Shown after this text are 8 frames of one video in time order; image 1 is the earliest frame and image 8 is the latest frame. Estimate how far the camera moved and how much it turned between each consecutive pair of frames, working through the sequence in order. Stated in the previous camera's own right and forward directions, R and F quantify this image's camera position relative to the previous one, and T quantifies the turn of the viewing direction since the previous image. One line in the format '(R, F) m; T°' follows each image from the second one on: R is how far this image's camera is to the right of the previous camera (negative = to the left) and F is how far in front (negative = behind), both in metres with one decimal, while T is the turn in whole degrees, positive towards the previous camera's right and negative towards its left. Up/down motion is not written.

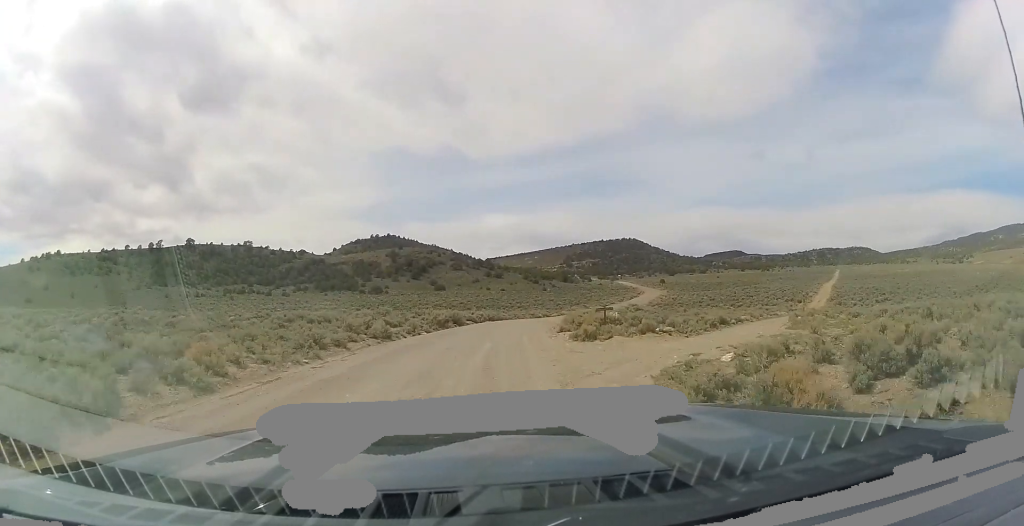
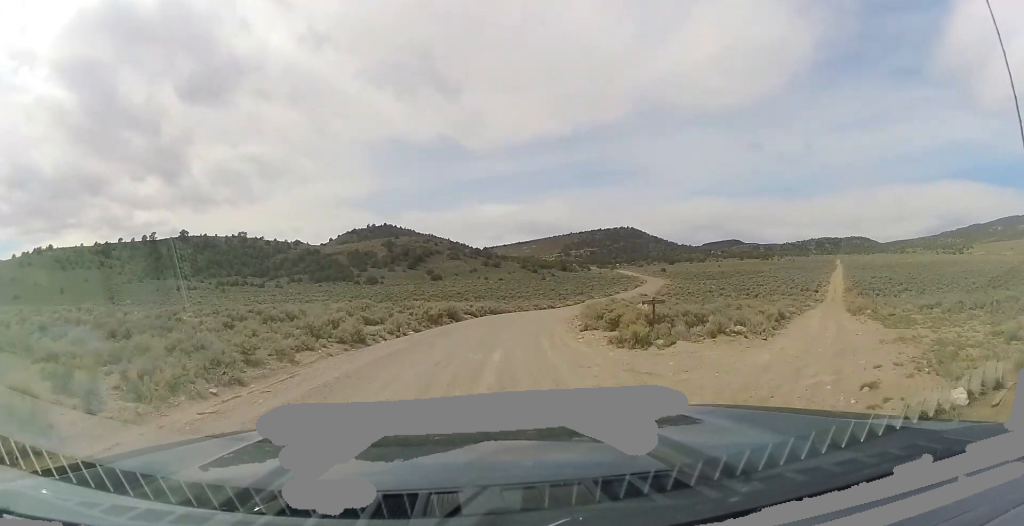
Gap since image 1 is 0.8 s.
(0.0, +6.7) m; -1°
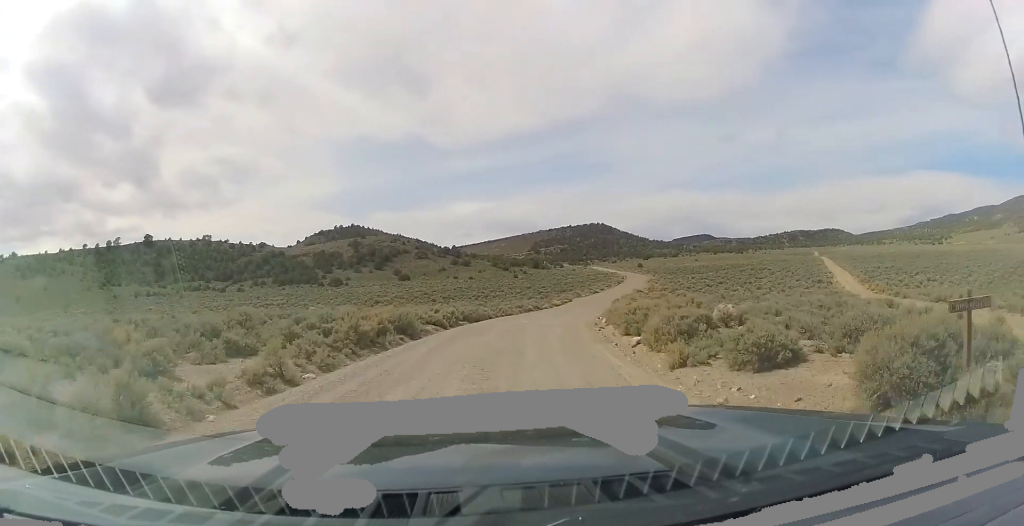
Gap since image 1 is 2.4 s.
(+0.5, +13.4) m; +7°
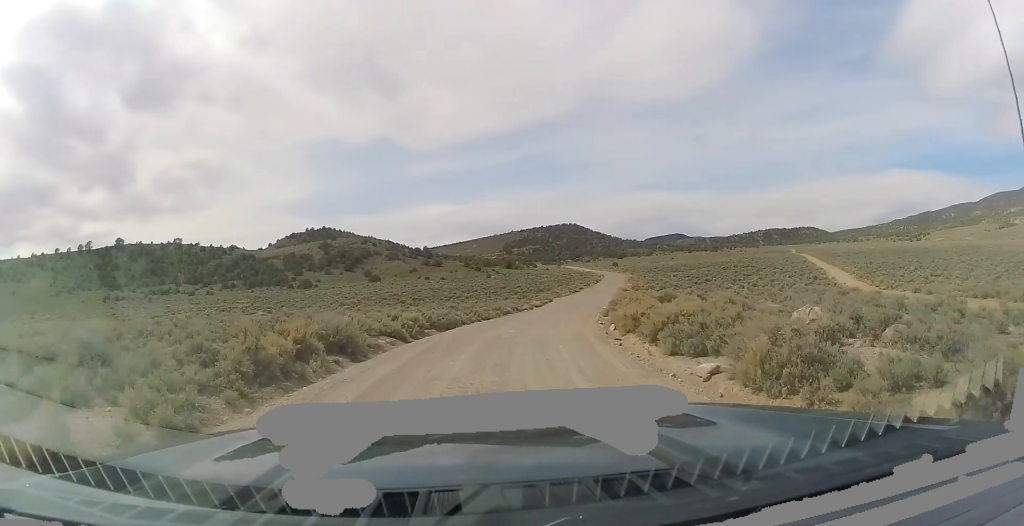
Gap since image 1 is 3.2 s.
(+0.3, +6.5) m; +4°
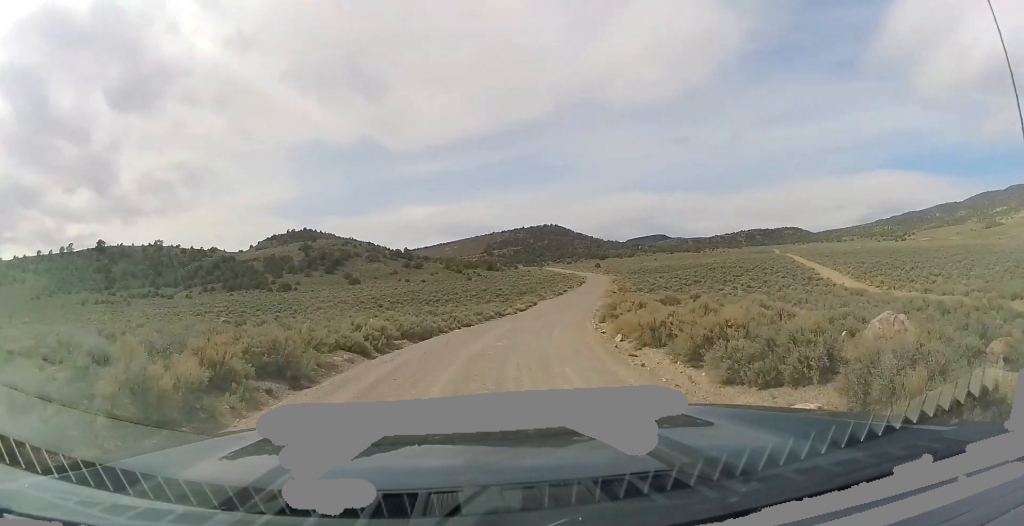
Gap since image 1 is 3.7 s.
(+0.1, +3.6) m; +1°
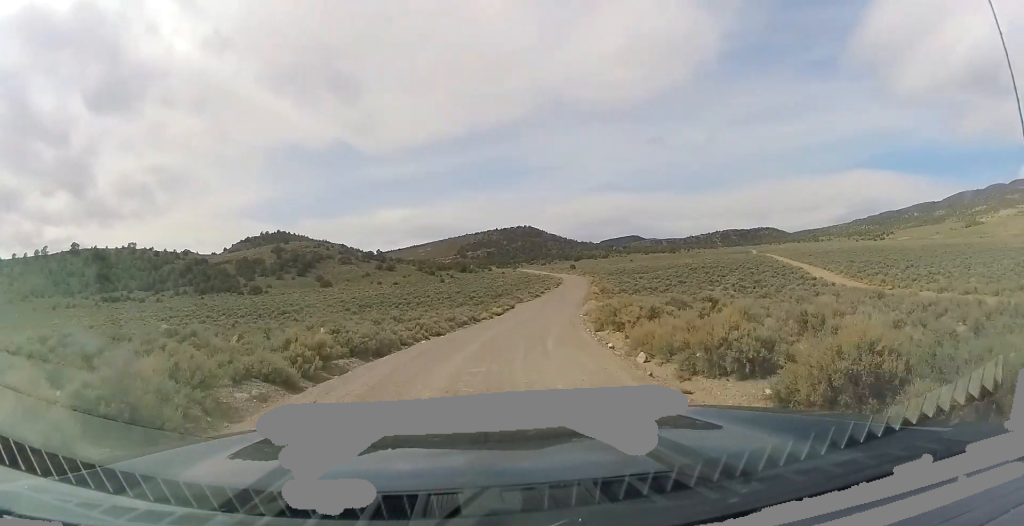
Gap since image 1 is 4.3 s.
(0.0, +4.9) m; +3°
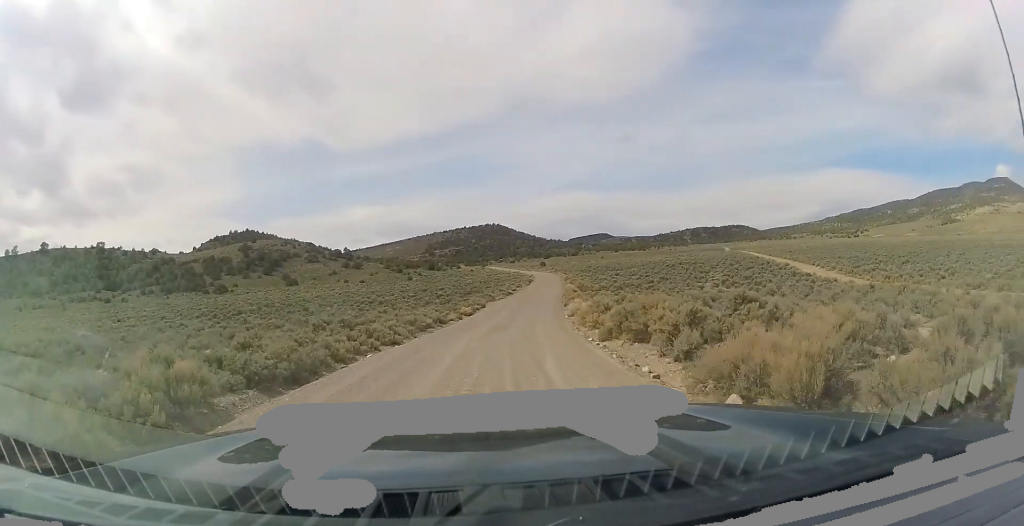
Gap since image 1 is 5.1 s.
(+0.1, +6.0) m; +5°
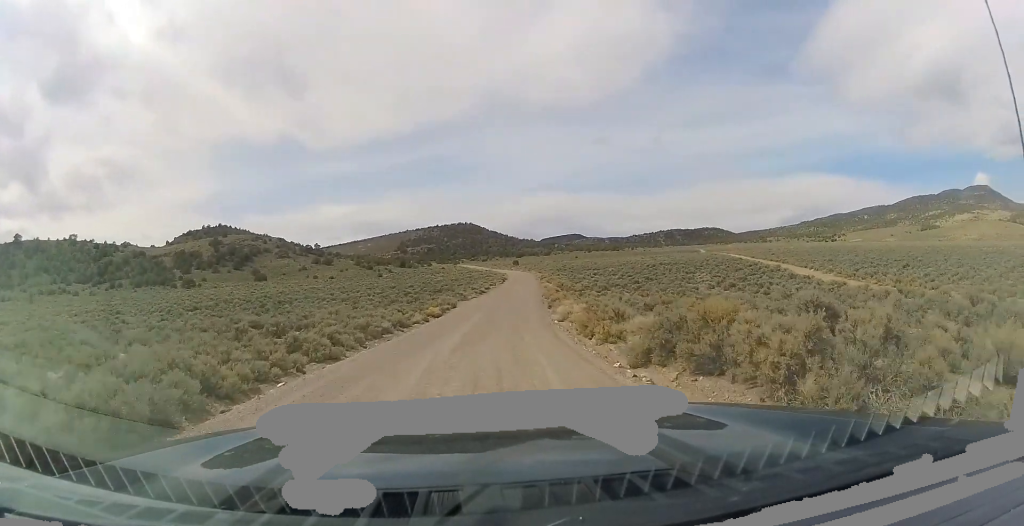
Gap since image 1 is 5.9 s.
(+0.5, +6.1) m; +4°
